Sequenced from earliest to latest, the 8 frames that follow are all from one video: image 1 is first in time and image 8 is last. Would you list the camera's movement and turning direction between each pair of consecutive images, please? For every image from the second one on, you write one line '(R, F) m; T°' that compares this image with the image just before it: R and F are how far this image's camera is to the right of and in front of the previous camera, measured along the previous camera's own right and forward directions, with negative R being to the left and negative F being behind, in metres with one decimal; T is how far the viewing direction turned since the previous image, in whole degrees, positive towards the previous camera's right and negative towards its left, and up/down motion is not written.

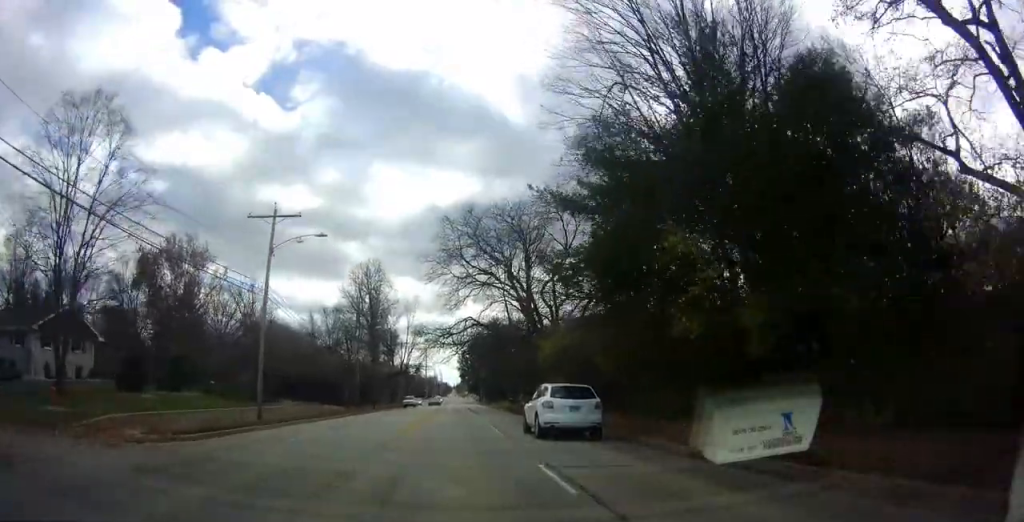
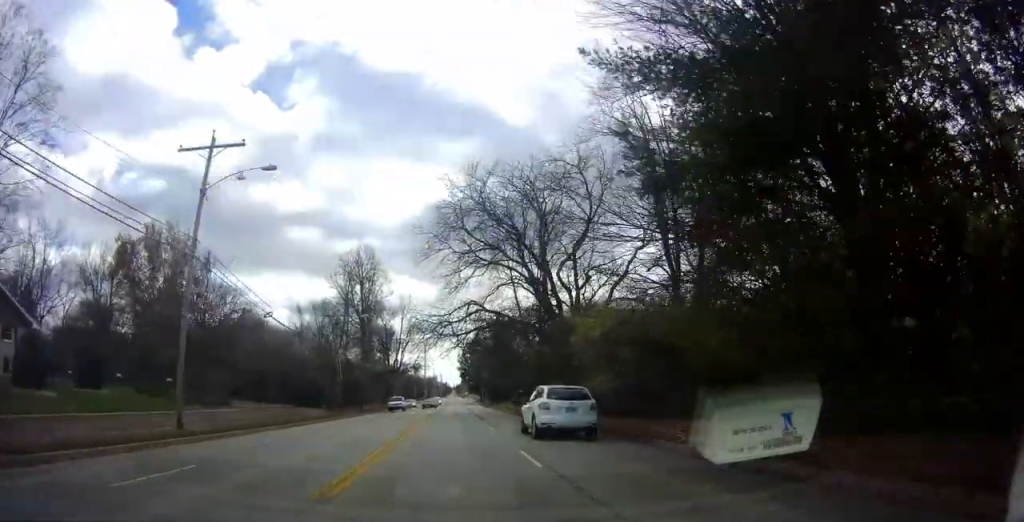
(0.0, +9.2) m; 0°
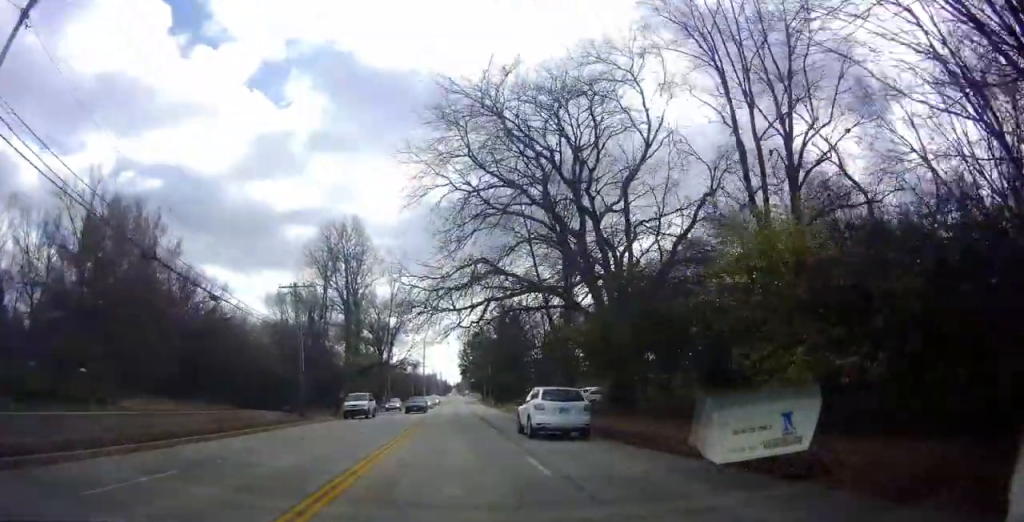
(0.0, +13.2) m; 0°
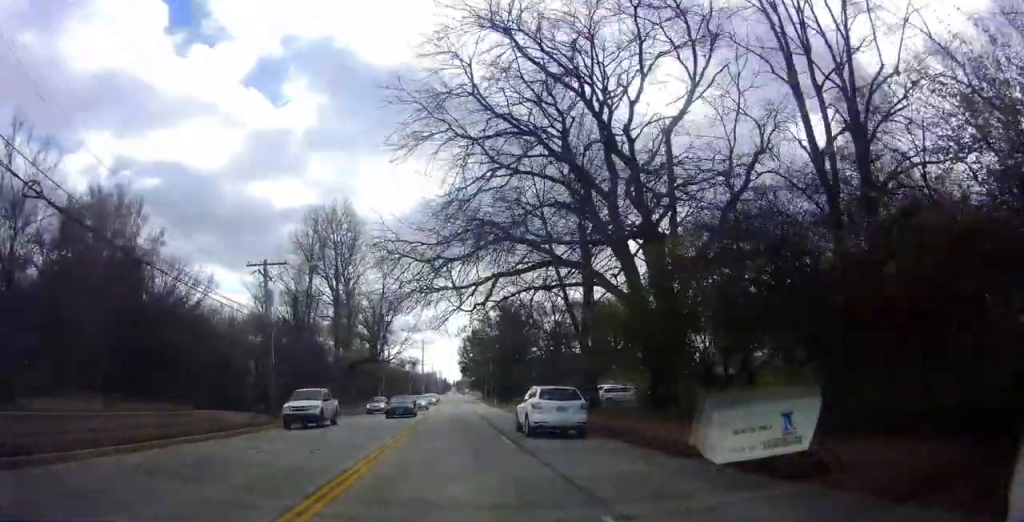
(0.0, +6.3) m; 0°
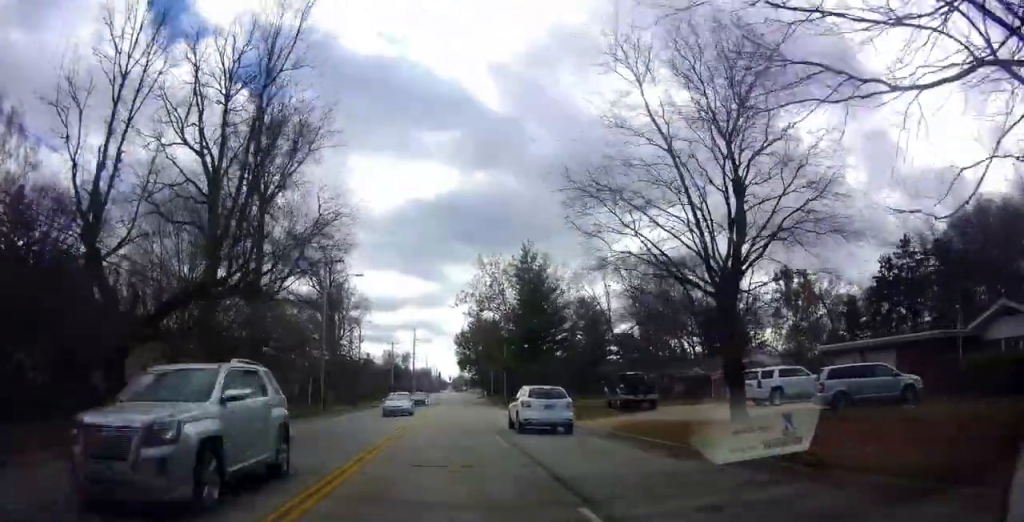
(0.0, +36.0) m; 0°
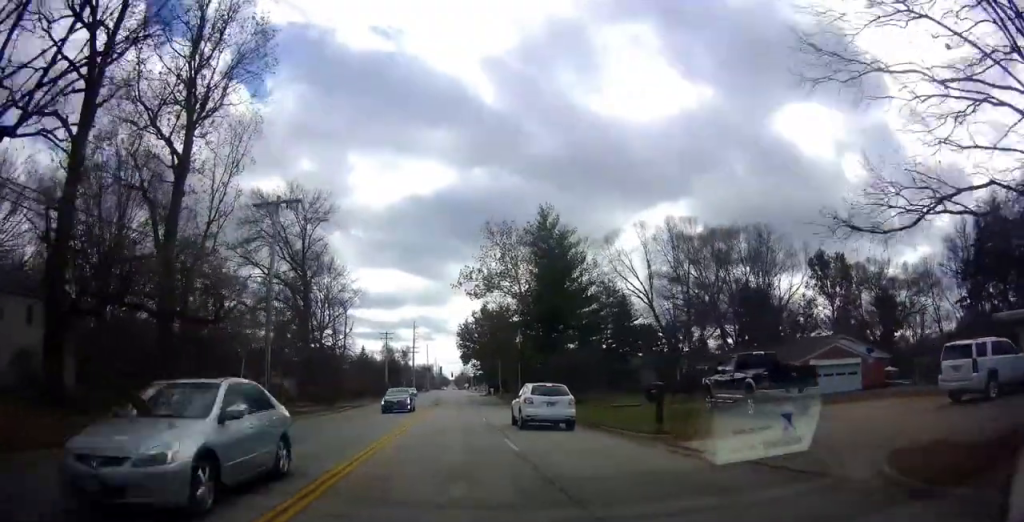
(0.0, +14.2) m; 0°
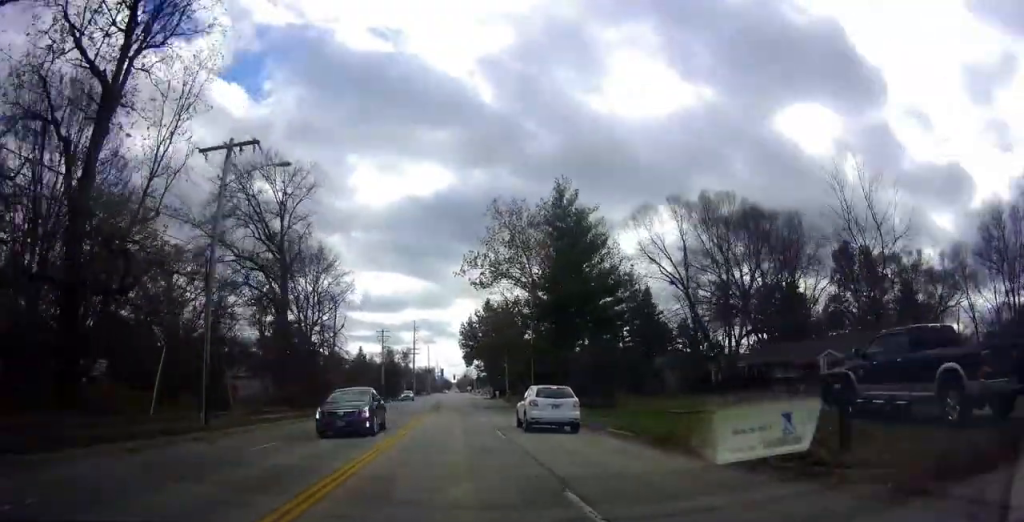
(0.0, +8.2) m; 0°
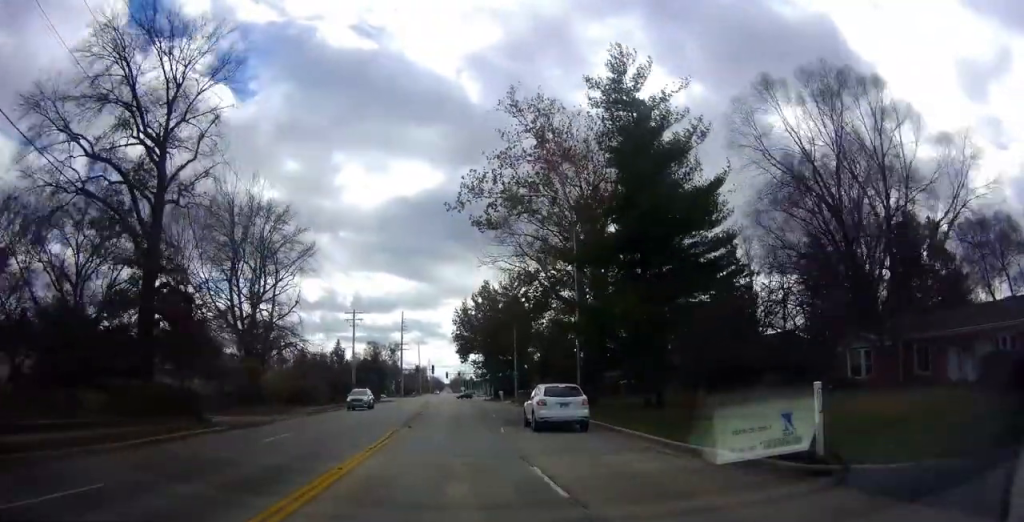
(0.0, +23.4) m; 0°
